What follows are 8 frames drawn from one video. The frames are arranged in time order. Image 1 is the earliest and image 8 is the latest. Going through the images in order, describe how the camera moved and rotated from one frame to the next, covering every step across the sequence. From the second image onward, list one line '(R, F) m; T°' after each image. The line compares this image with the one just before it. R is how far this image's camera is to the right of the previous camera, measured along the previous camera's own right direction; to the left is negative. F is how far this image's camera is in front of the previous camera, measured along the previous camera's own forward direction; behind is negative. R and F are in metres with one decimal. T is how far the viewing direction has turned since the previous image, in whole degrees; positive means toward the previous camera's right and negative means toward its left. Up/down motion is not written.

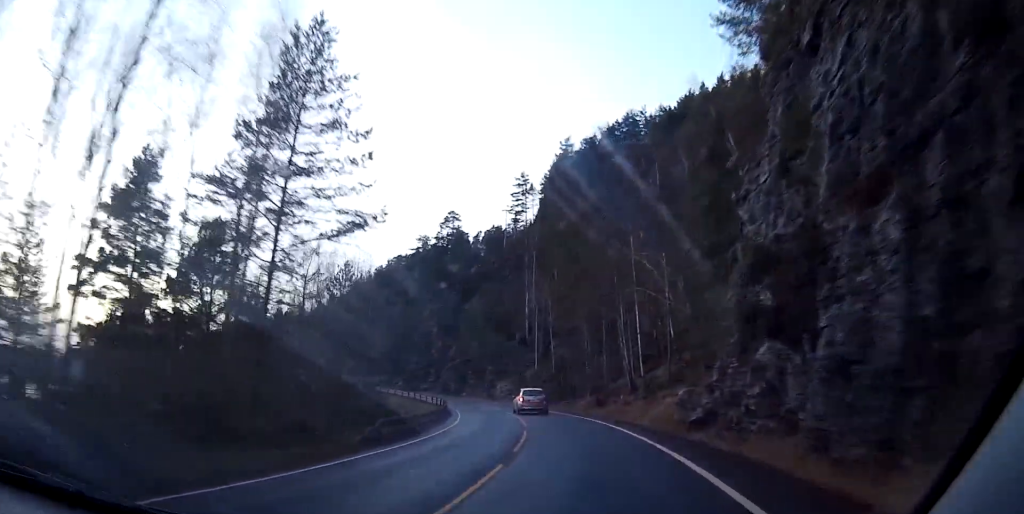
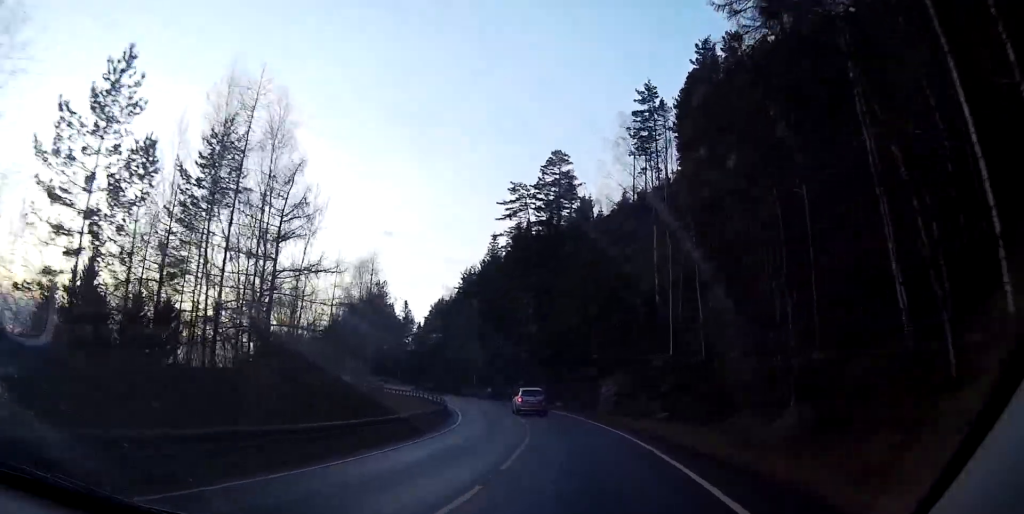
(-4.7, +36.6) m; -13°
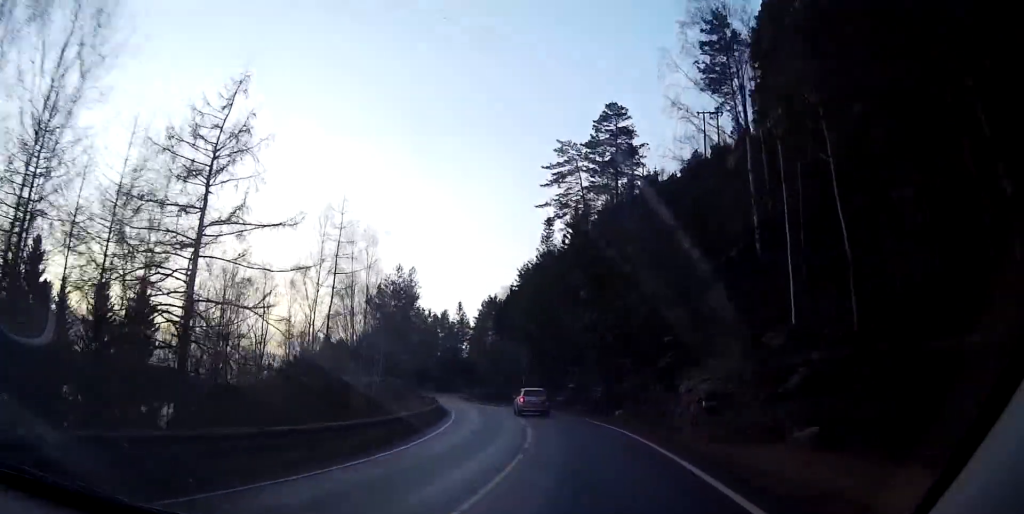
(-0.6, +17.4) m; -5°
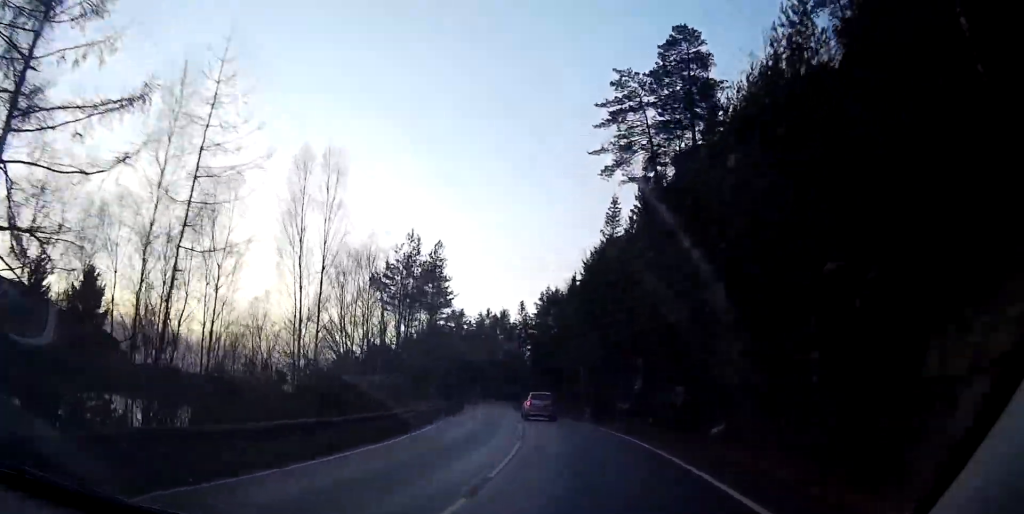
(-0.9, +18.5) m; -9°
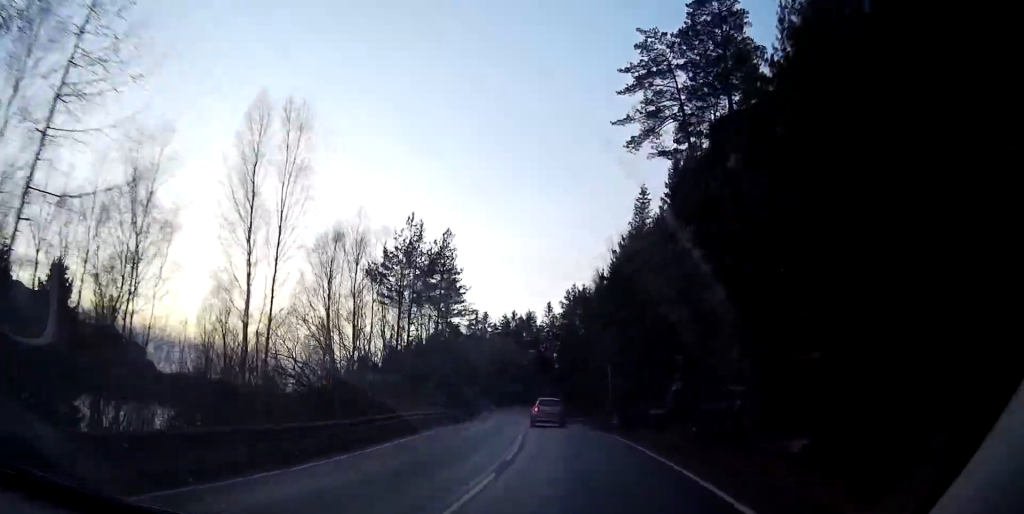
(-0.6, +7.6) m; -3°
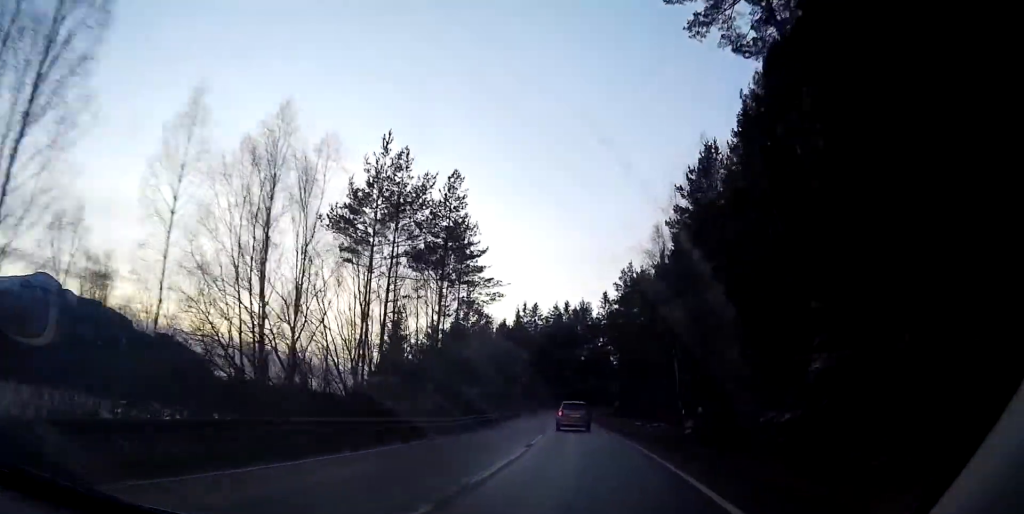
(-1.3, +16.5) m; -5°
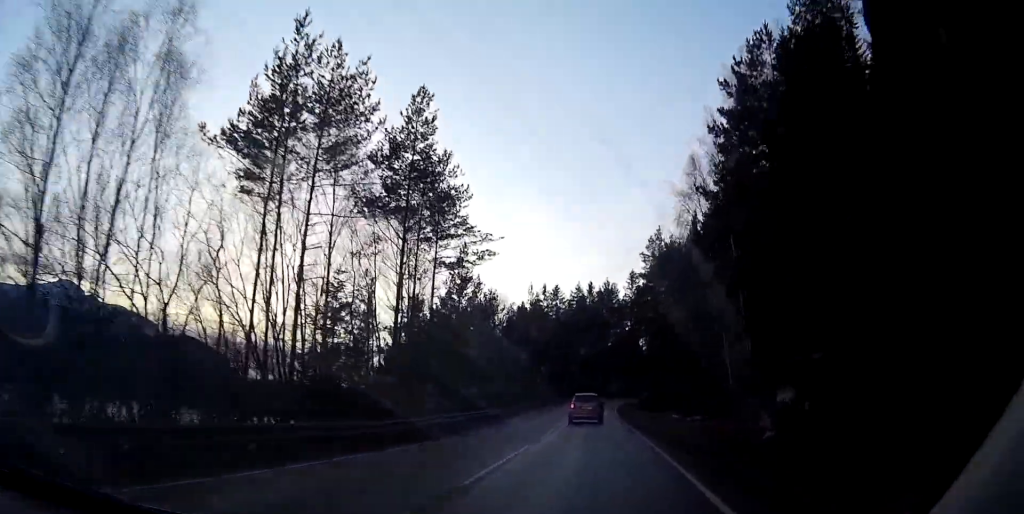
(-0.3, +12.6) m; 0°
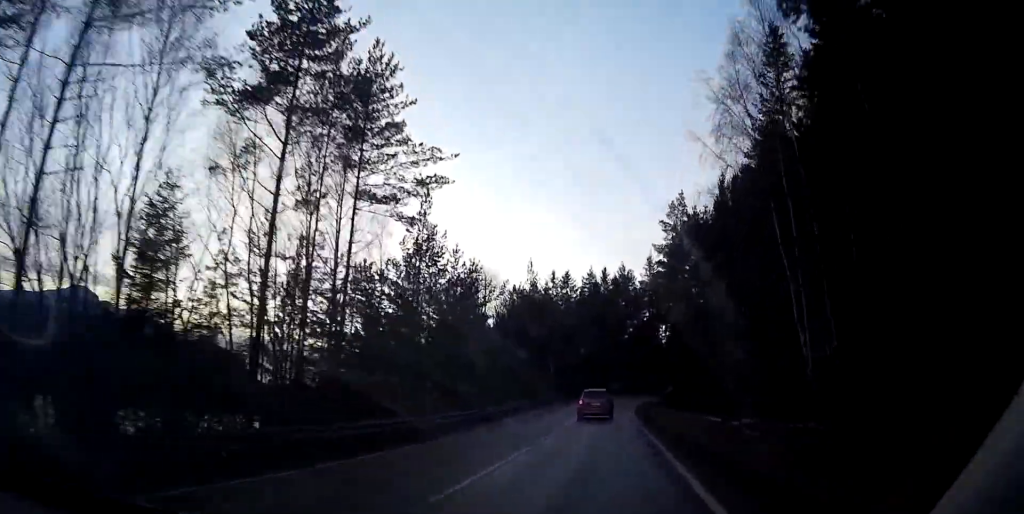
(+0.2, +13.5) m; +2°
